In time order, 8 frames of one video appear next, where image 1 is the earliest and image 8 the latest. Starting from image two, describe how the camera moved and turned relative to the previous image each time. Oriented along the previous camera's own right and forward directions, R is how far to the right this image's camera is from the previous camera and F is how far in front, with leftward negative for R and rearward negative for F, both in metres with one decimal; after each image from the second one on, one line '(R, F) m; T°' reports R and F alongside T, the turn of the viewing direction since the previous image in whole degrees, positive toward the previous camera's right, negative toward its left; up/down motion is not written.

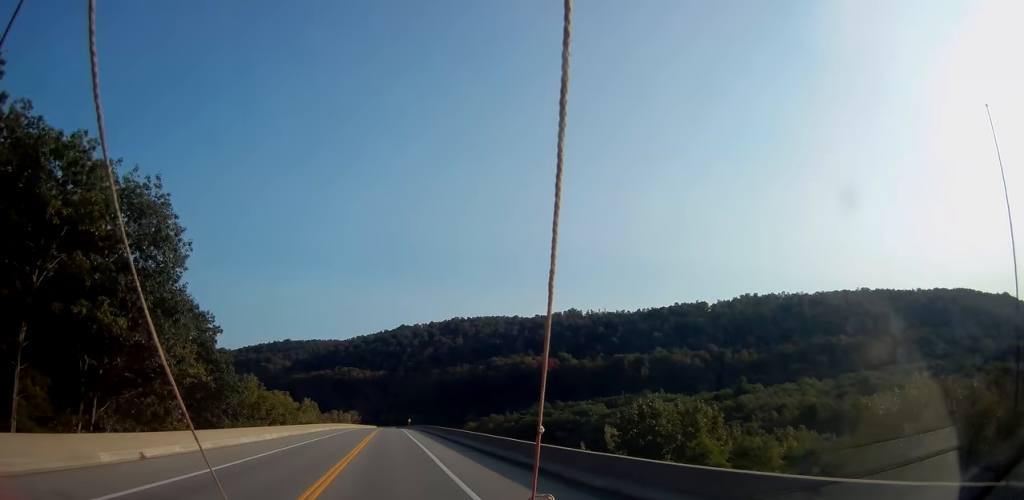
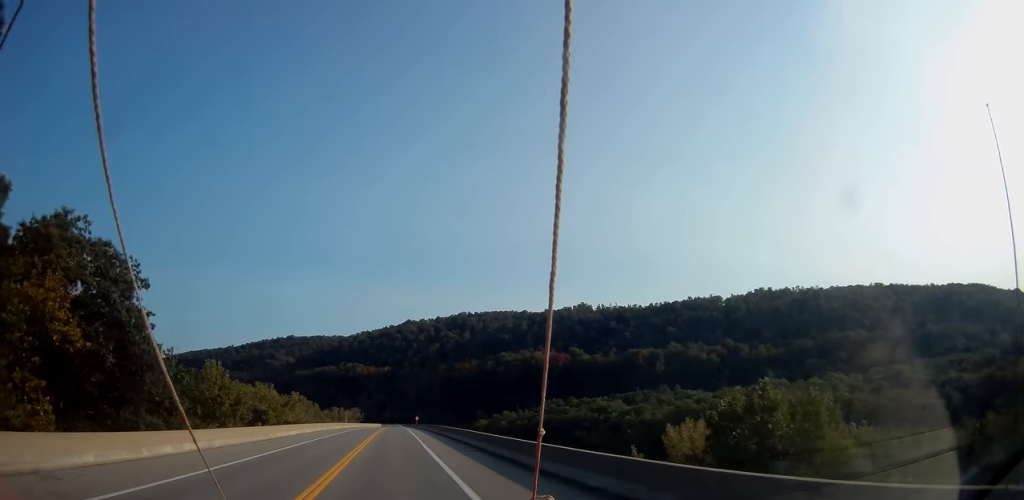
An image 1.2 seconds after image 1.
(+0.3, +18.6) m; +1°
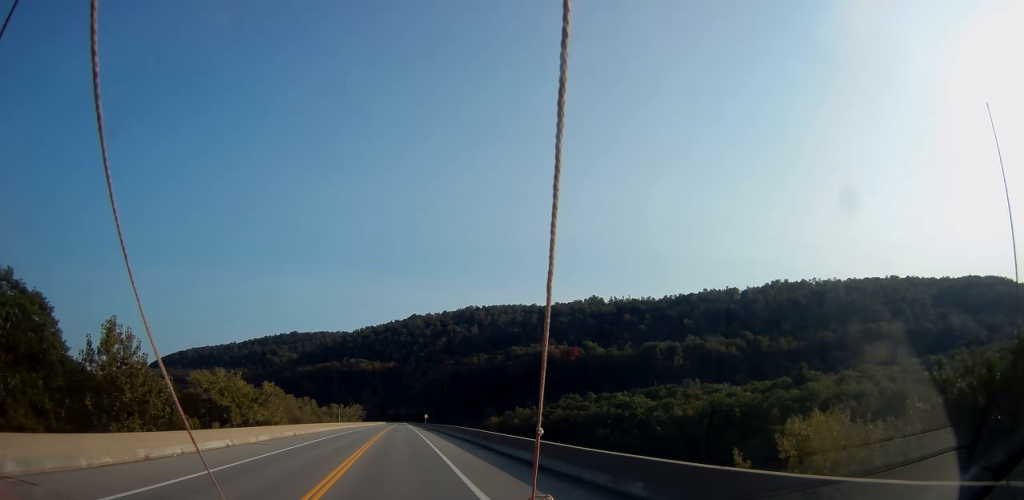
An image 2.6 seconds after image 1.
(-0.2, +23.4) m; 0°
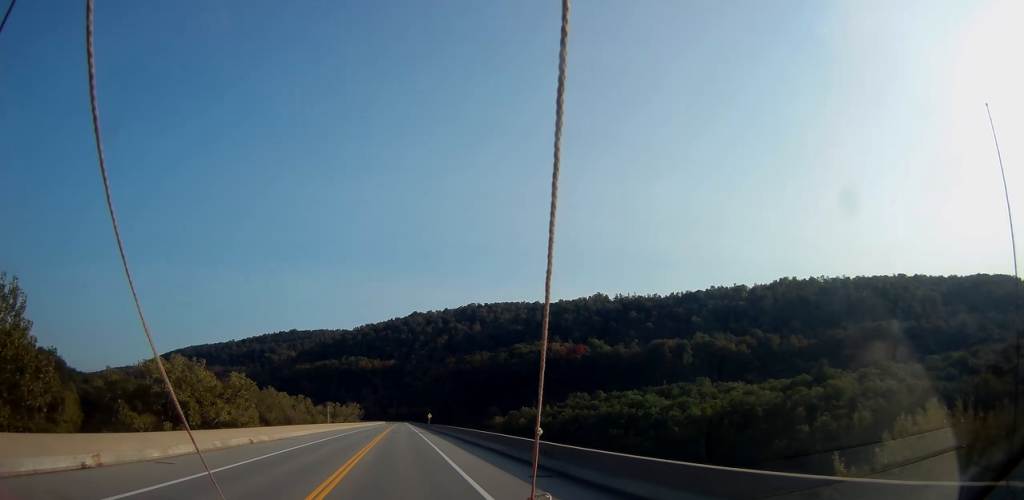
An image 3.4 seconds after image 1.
(+0.1, +14.5) m; 0°
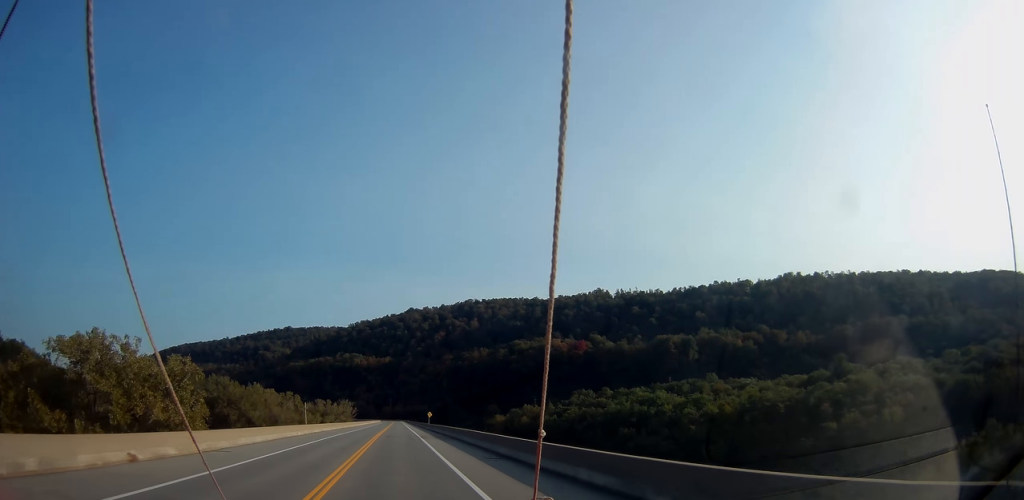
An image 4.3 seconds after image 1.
(0.0, +15.3) m; 0°
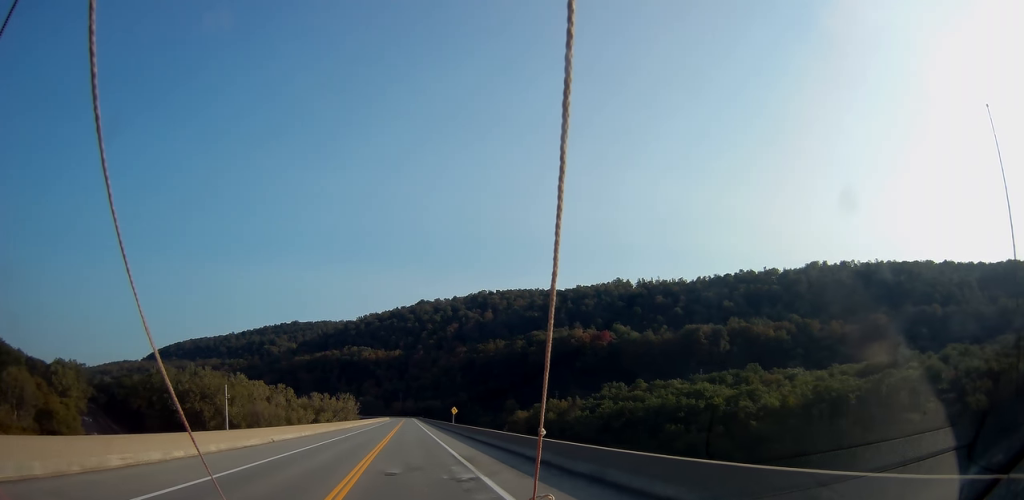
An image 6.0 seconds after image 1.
(-0.3, +30.2) m; -1°
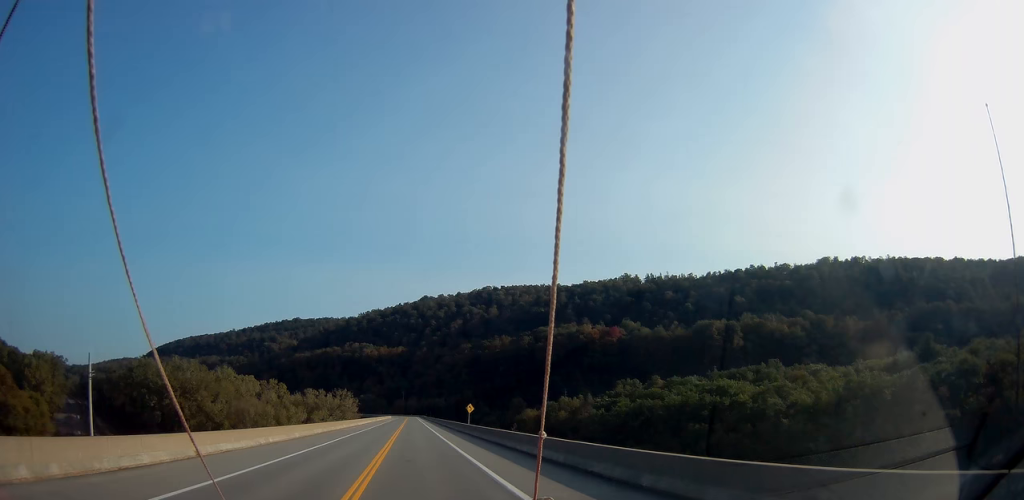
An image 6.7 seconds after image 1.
(-0.1, +14.2) m; 0°
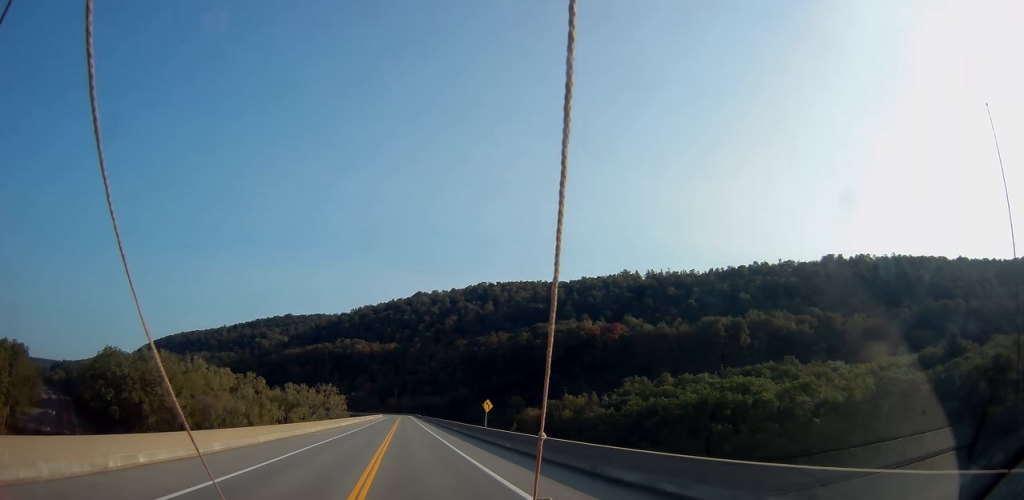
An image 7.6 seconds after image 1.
(+0.1, +16.8) m; +1°
